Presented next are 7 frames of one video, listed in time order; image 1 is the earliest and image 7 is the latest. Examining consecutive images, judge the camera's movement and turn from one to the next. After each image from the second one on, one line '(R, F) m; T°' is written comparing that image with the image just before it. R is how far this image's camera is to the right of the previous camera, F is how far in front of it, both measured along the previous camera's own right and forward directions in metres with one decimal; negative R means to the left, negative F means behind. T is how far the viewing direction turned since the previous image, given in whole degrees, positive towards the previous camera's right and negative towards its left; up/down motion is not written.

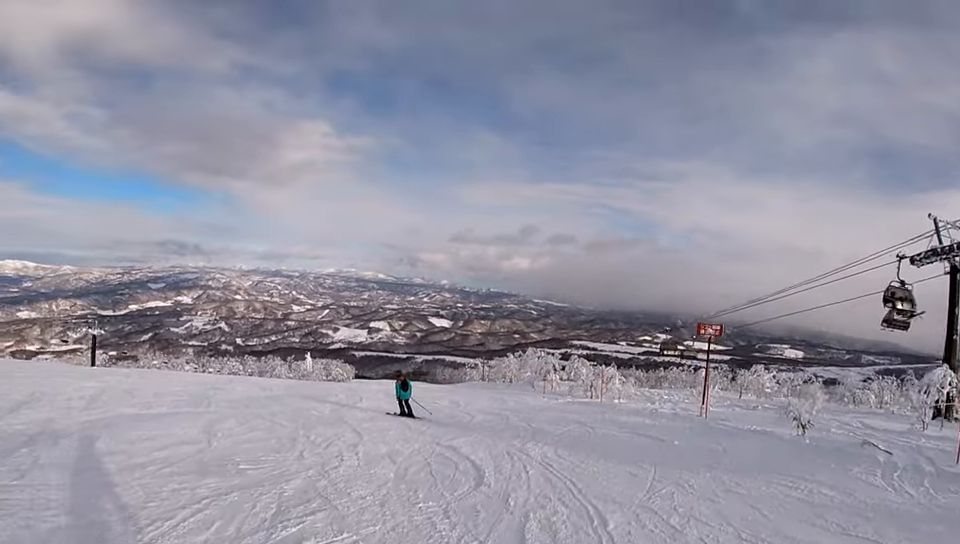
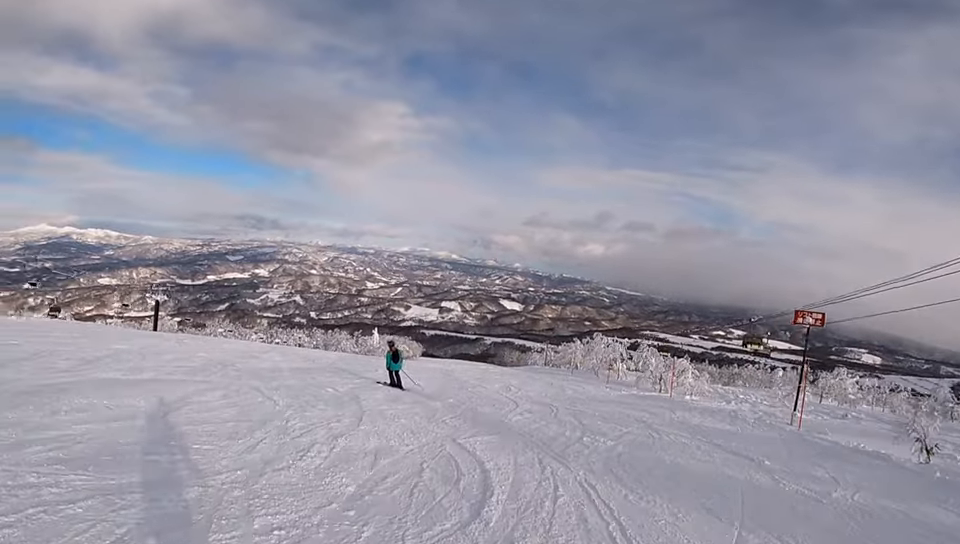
(0.0, +2.3) m; -8°
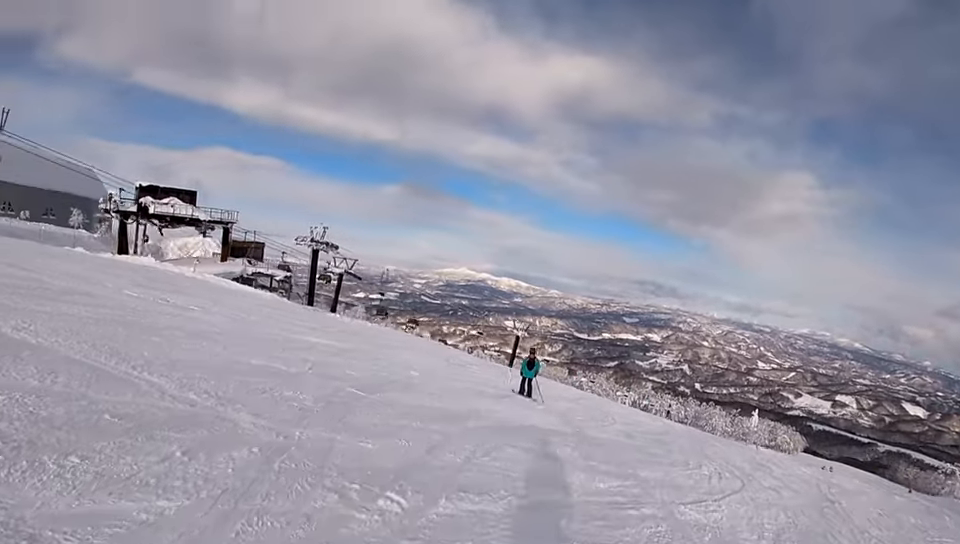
(-3.5, +7.8) m; -43°
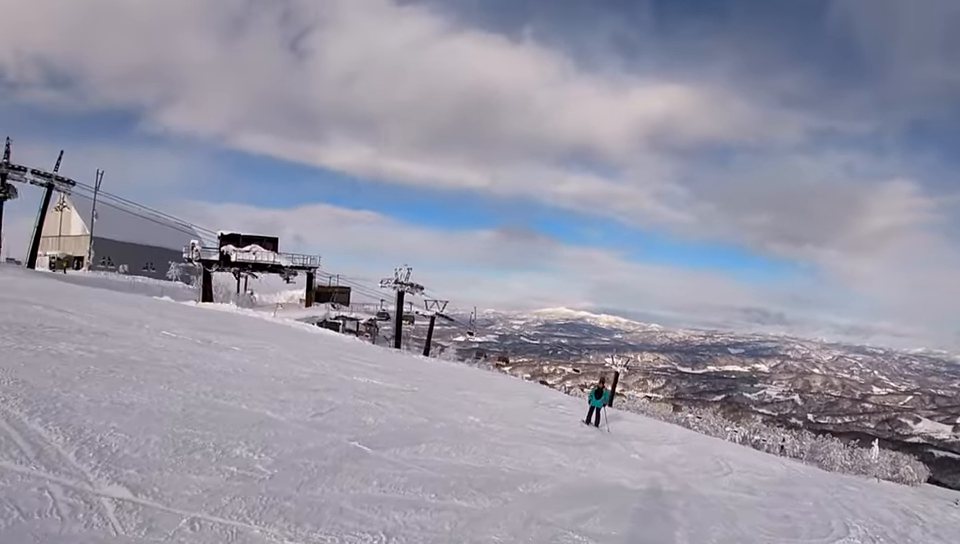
(0.0, +2.5) m; -4°
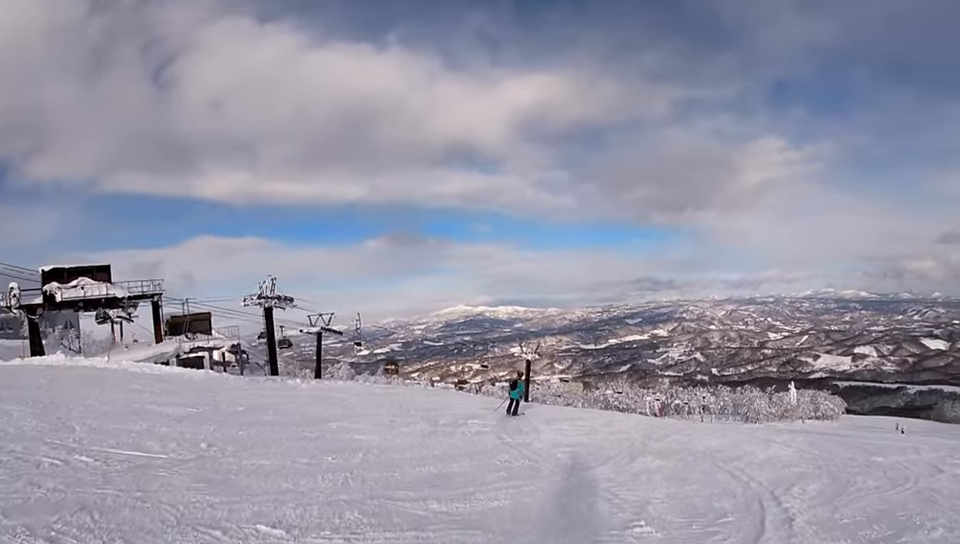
(-0.6, +6.3) m; -6°
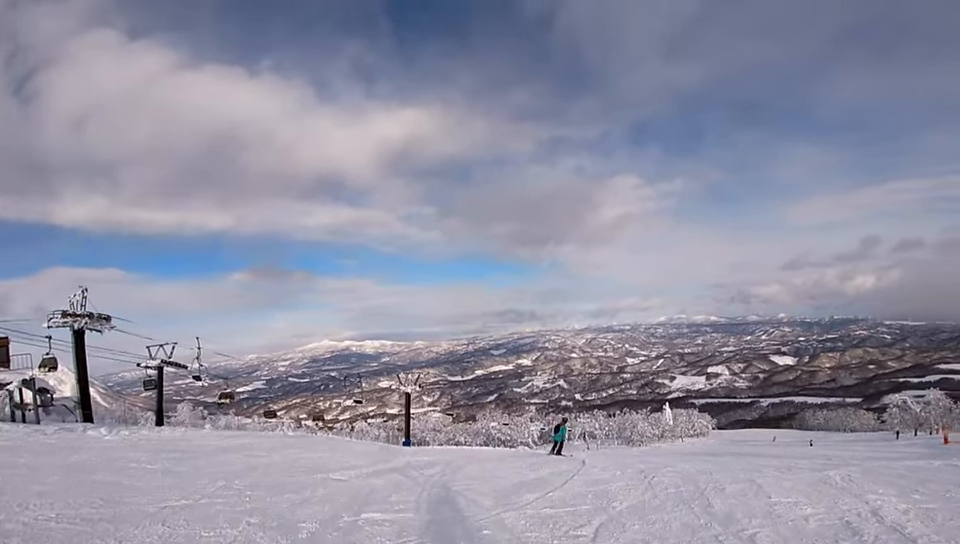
(+0.9, +8.0) m; +24°
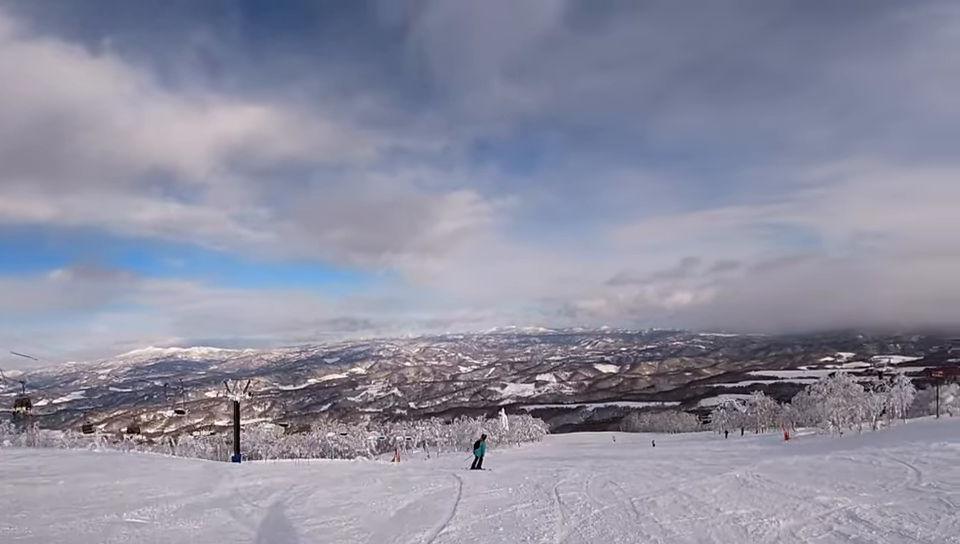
(+0.3, +2.9) m; +16°
